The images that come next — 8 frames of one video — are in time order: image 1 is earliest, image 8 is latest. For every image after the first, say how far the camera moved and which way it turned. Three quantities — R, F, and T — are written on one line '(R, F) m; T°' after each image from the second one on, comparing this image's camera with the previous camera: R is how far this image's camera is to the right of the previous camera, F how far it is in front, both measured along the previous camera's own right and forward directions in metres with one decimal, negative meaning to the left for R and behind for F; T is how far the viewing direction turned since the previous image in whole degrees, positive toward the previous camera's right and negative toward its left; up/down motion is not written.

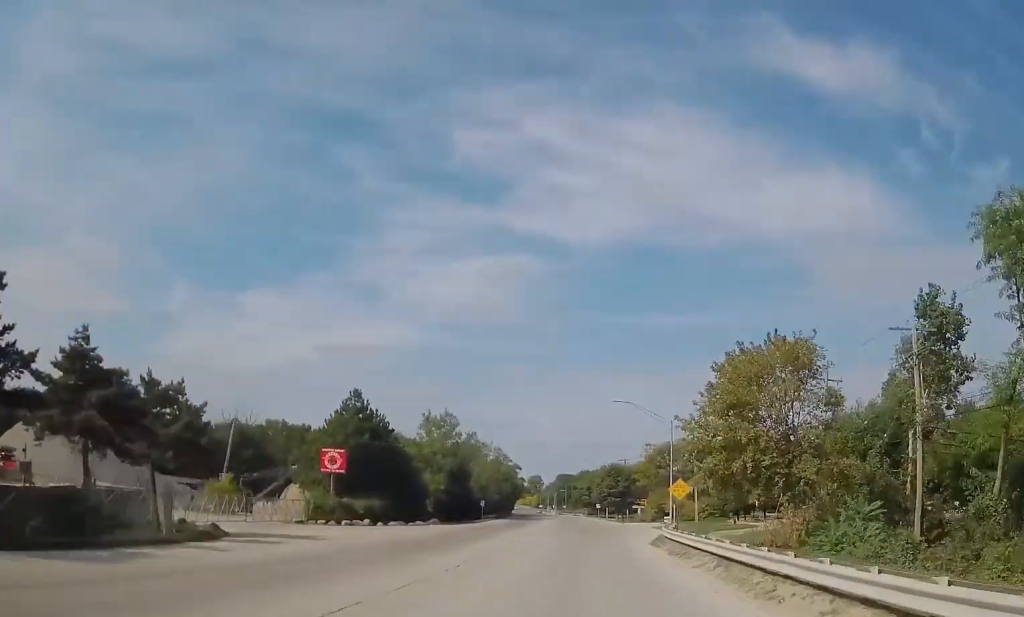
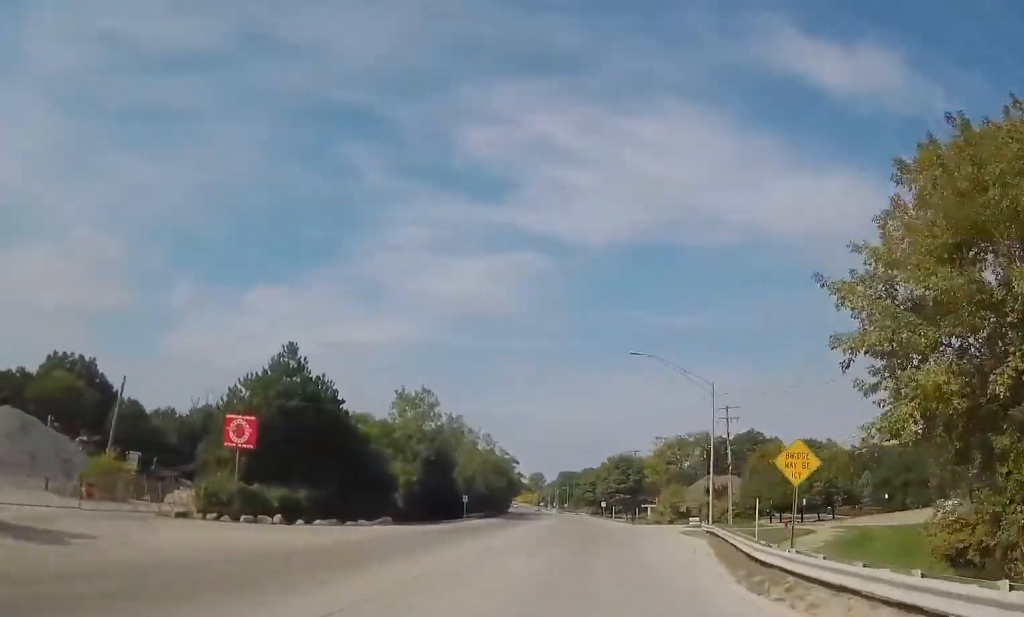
(-0.3, +18.1) m; 0°
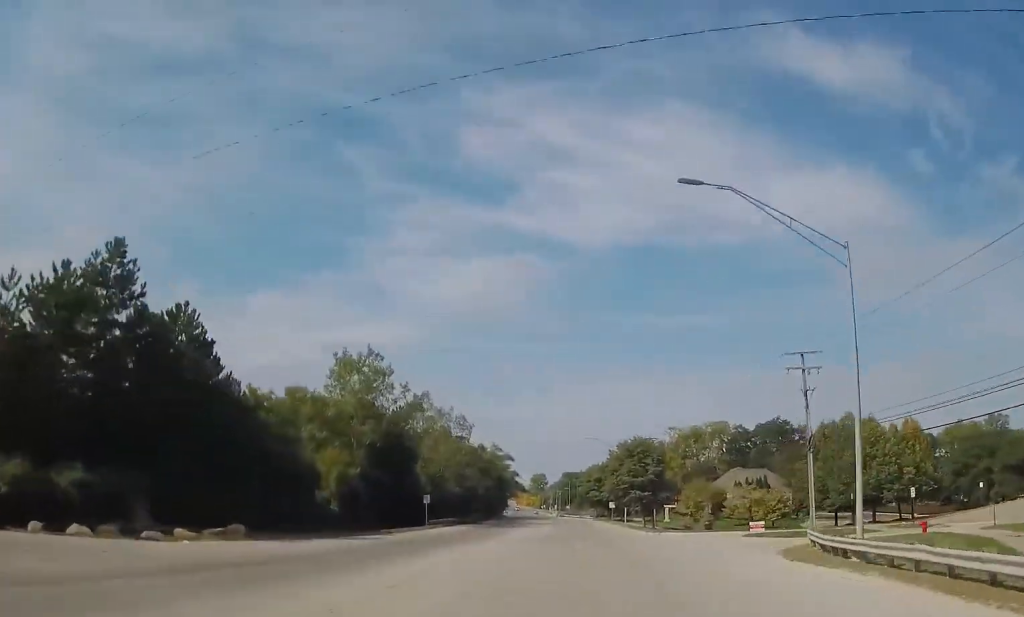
(+0.2, +23.6) m; 0°
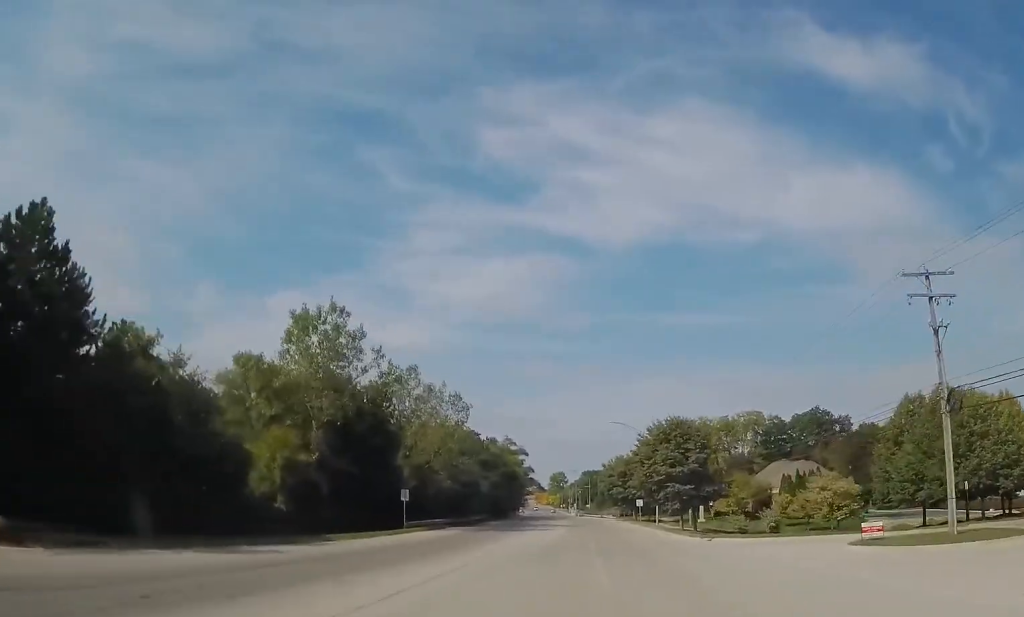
(-0.2, +15.1) m; -1°
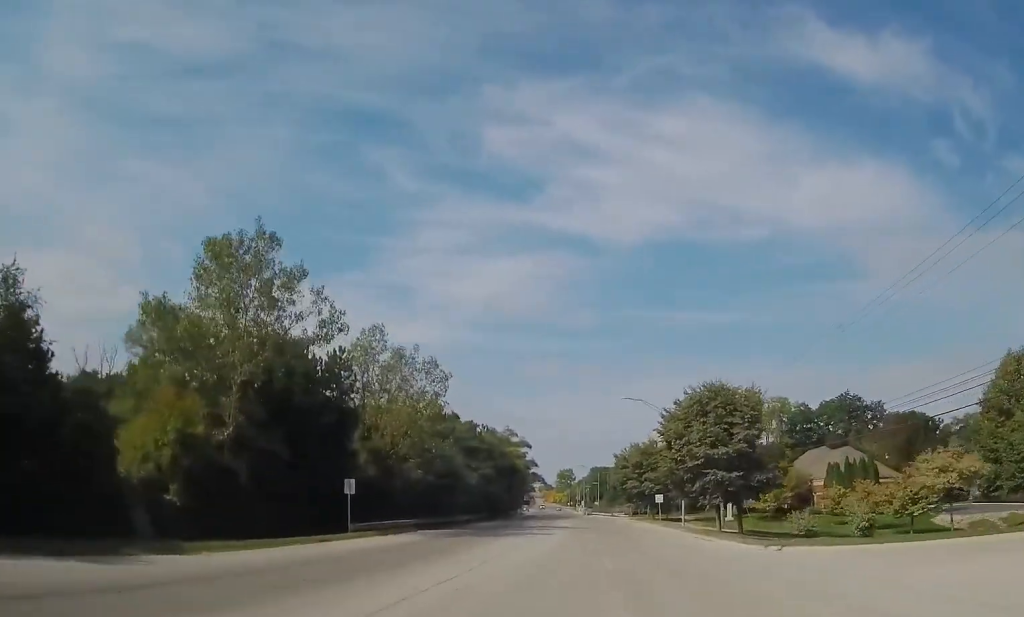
(-0.2, +14.0) m; -1°
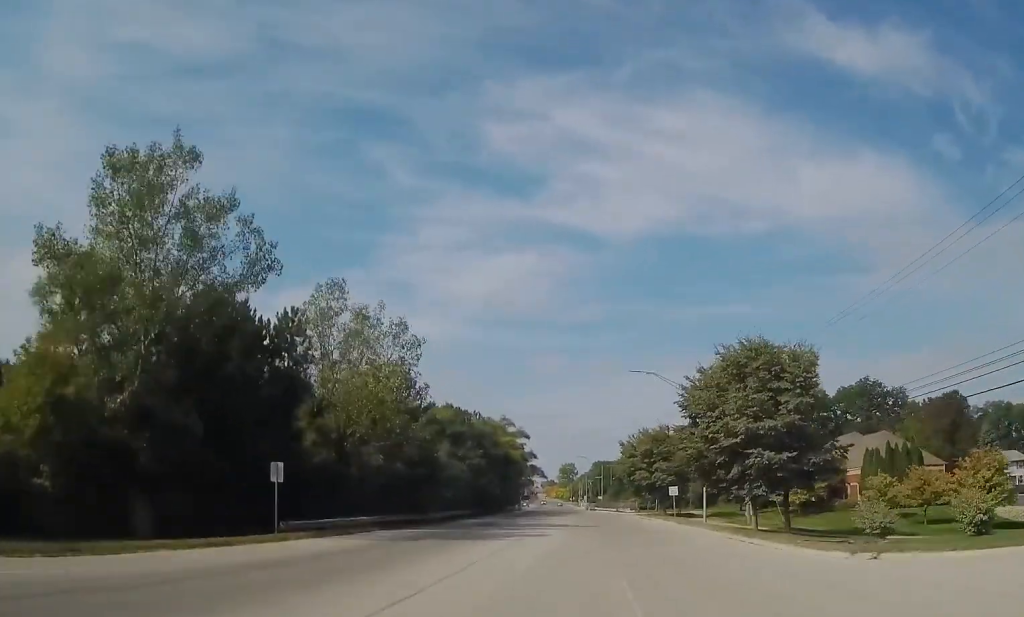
(+0.1, +9.6) m; -1°
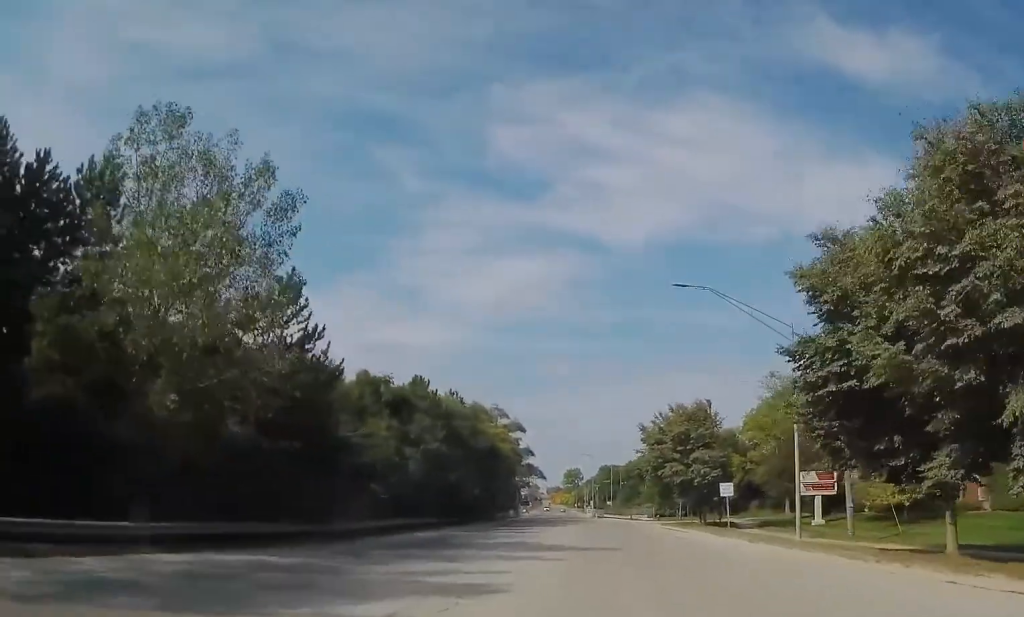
(-0.4, +20.7) m; -2°
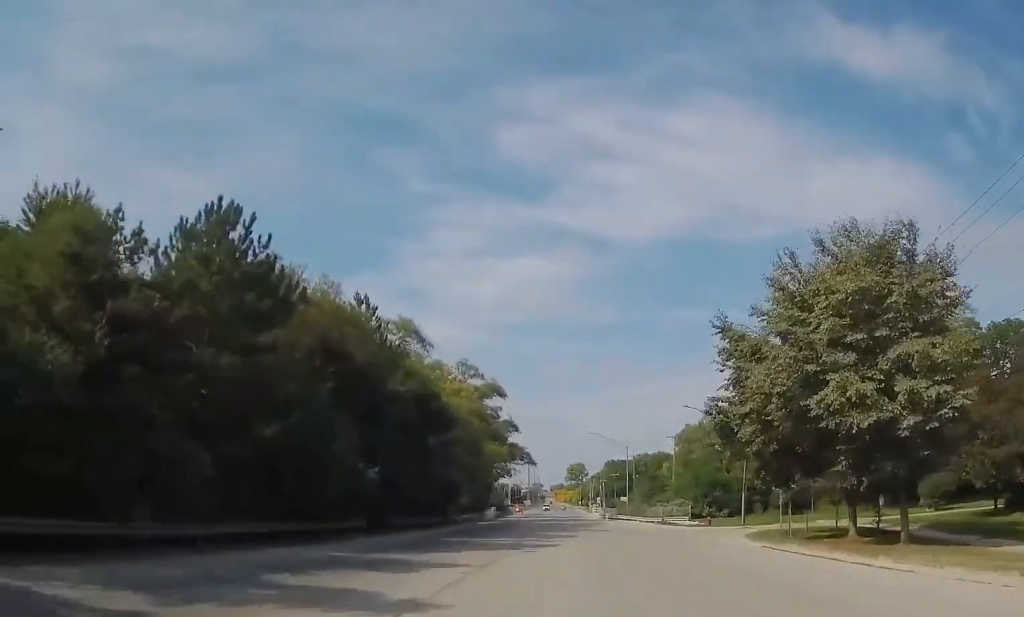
(-0.7, +32.0) m; -2°
